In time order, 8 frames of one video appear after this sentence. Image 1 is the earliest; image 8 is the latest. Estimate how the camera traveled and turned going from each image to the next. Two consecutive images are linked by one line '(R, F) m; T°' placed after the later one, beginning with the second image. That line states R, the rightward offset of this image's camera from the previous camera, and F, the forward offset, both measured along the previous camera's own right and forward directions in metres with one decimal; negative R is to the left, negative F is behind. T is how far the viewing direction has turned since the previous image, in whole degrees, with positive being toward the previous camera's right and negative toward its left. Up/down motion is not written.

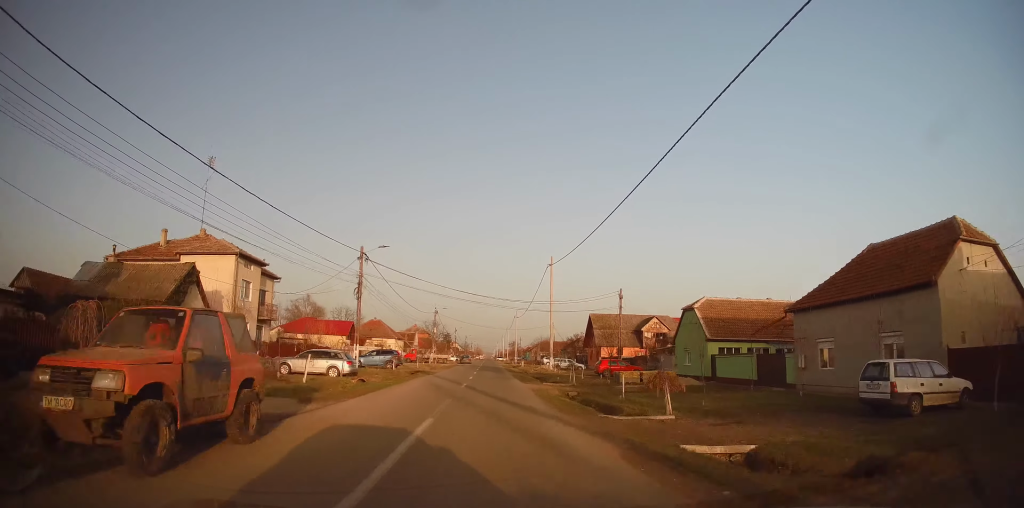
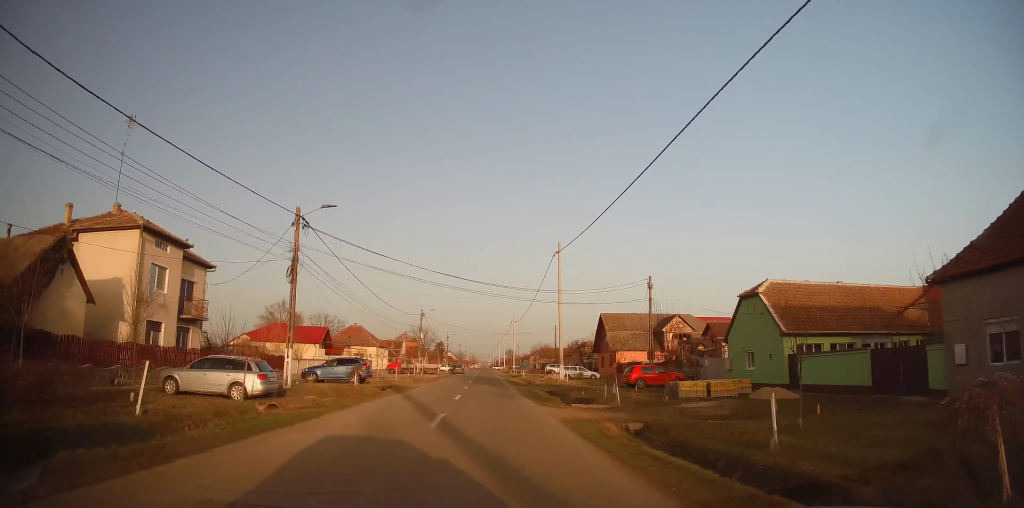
(+0.1, +9.8) m; +4°
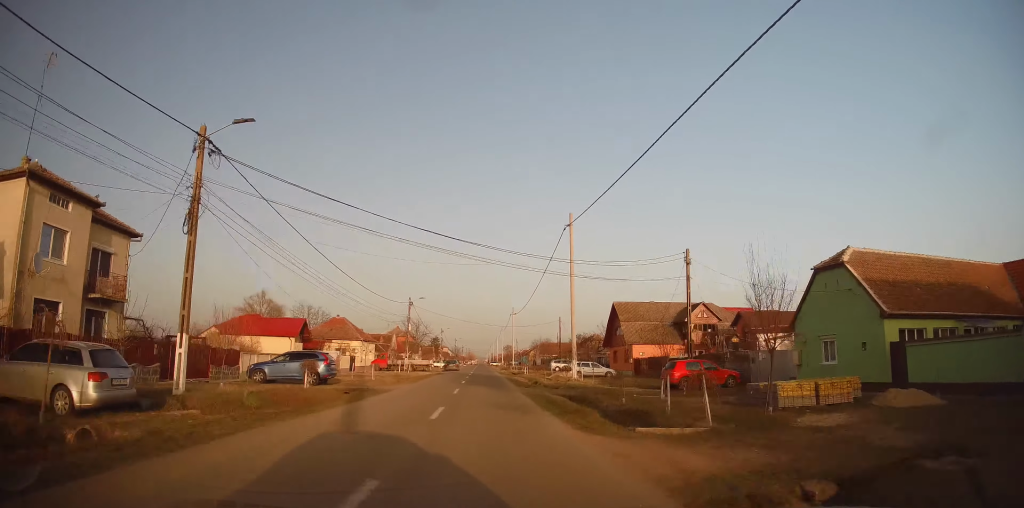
(+0.4, +7.5) m; 0°
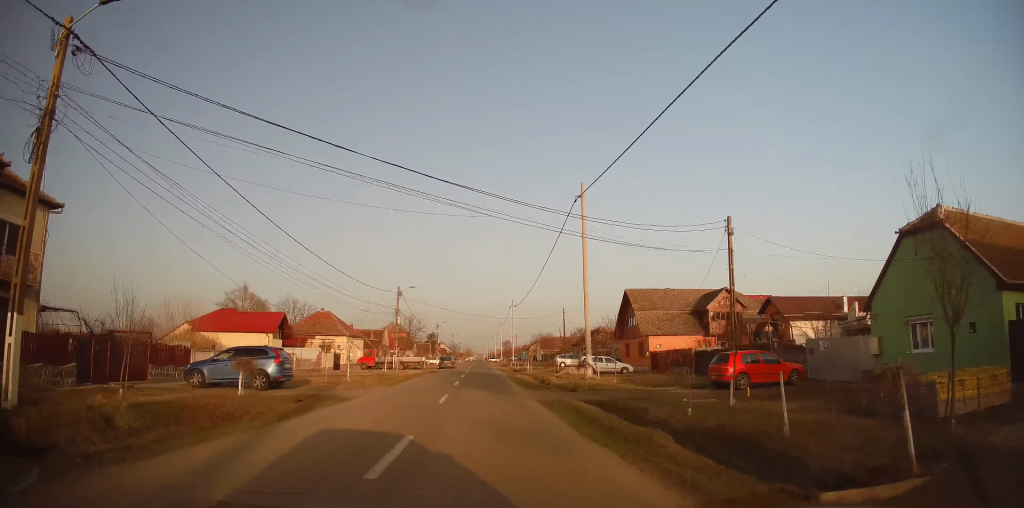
(+0.2, +5.6) m; 0°
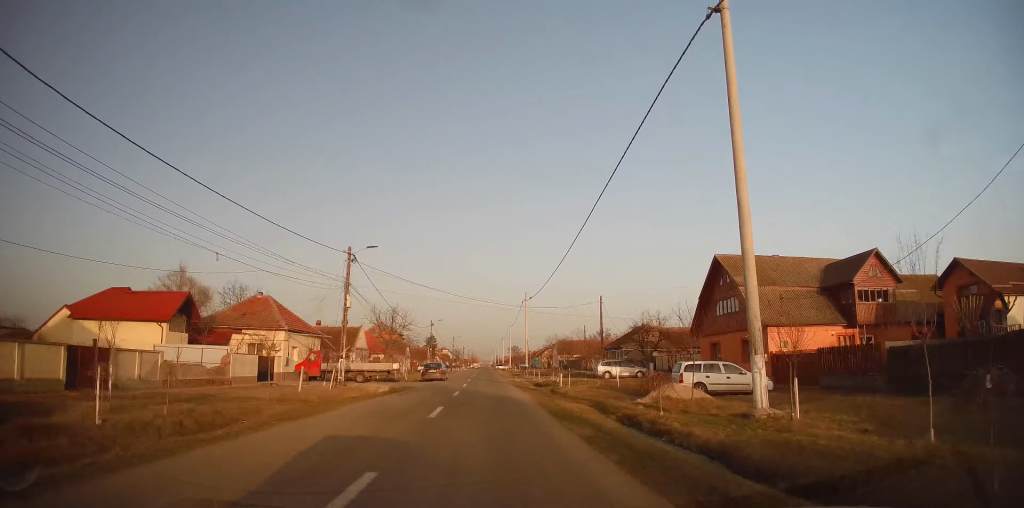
(0.0, +20.2) m; +1°
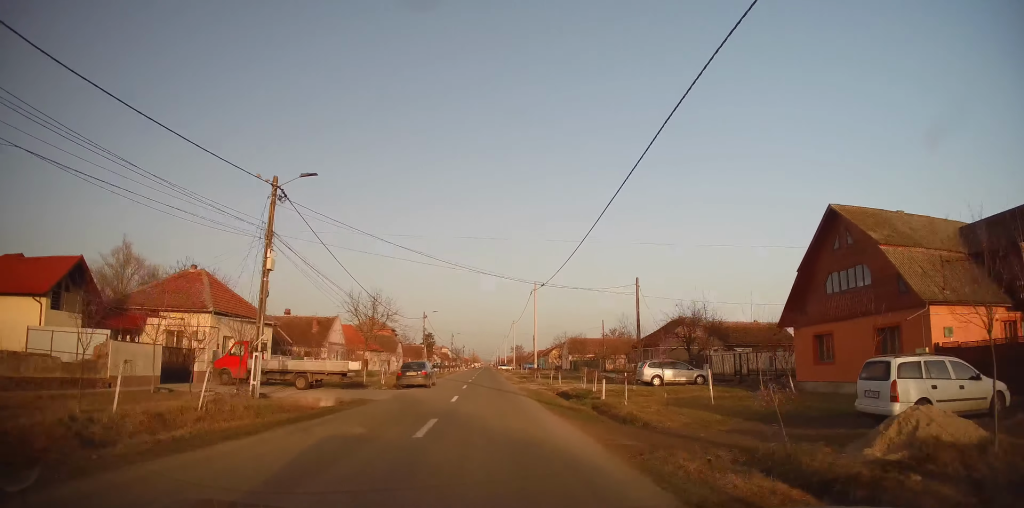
(0.0, +11.5) m; -2°
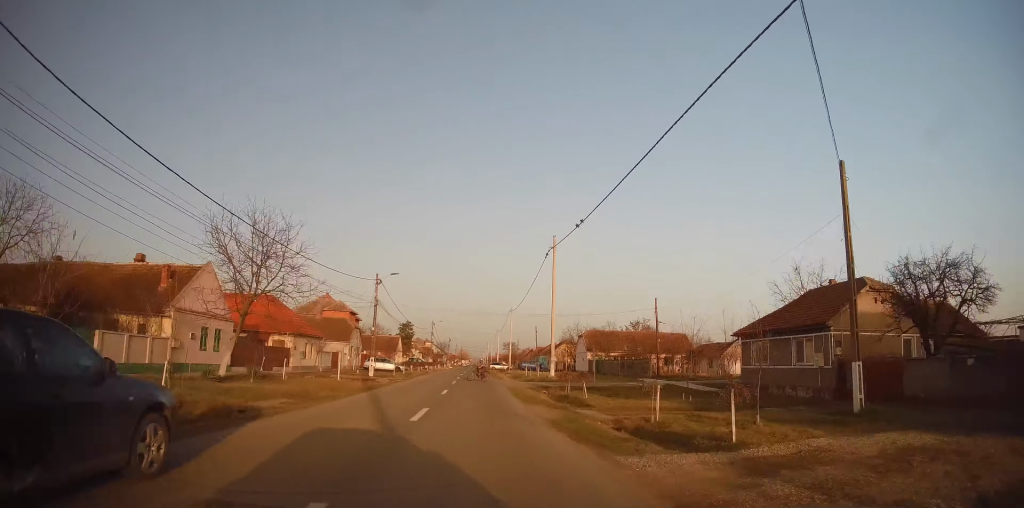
(-1.0, +24.6) m; -1°
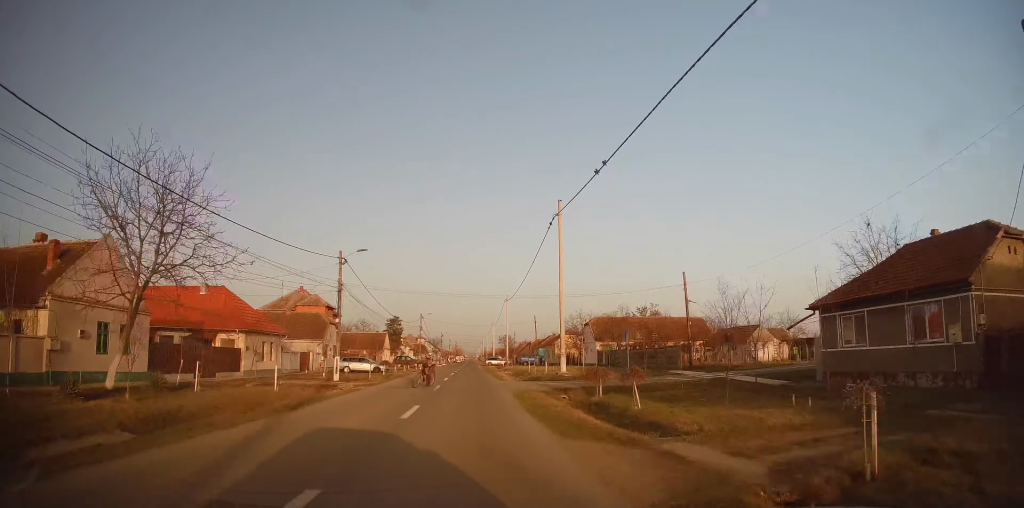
(+0.2, +8.9) m; +2°
